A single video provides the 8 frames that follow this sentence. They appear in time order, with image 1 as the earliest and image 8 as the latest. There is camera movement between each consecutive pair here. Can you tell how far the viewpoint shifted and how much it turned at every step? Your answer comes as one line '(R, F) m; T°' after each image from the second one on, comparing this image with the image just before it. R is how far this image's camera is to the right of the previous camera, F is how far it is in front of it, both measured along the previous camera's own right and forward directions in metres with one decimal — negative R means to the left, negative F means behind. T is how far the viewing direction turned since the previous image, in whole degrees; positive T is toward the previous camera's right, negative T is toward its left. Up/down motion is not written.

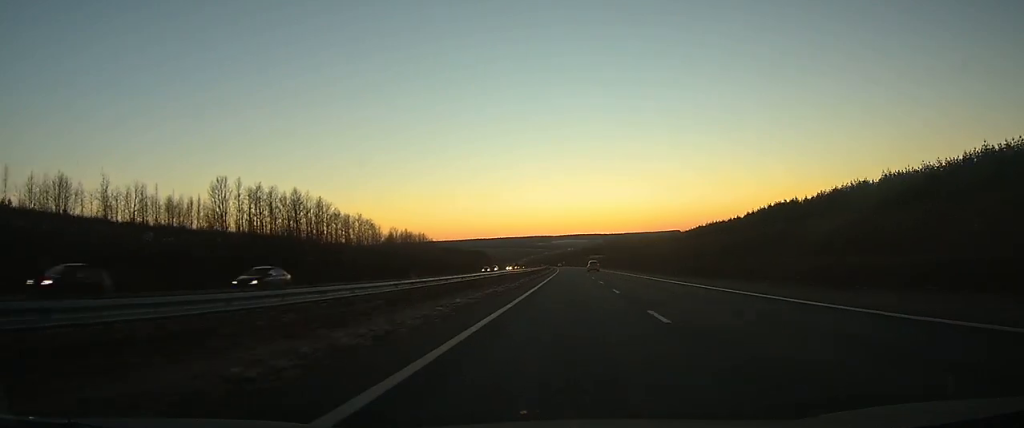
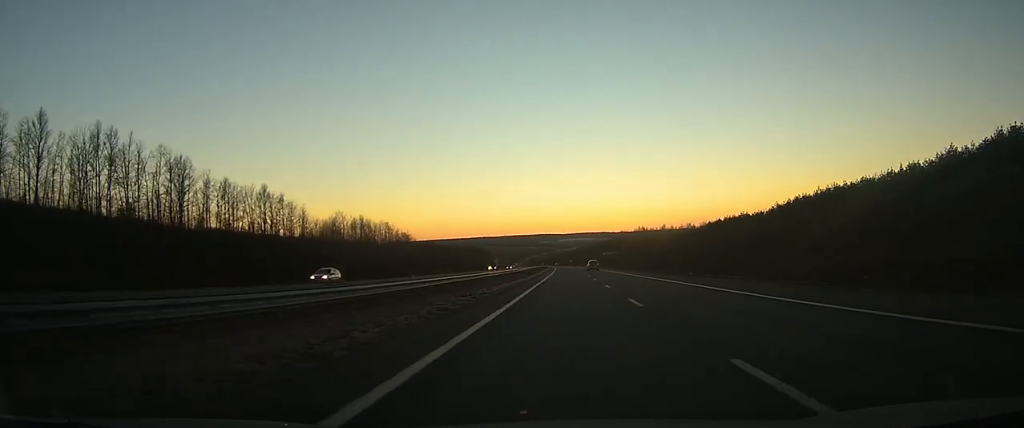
(-0.7, +100.6) m; -1°
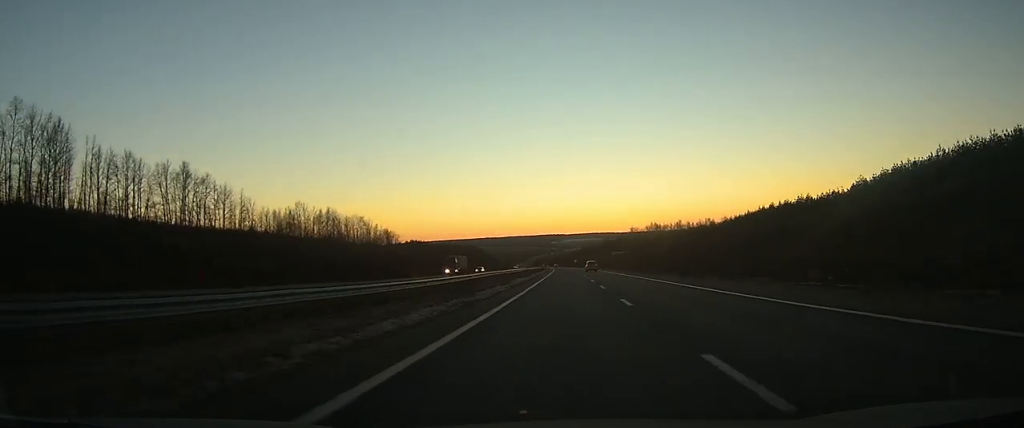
(-0.2, +46.7) m; 0°
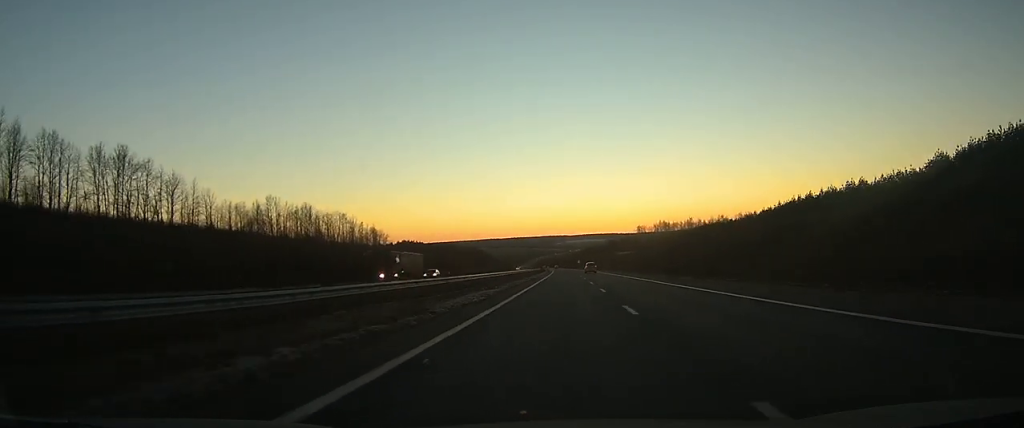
(0.0, +28.0) m; 0°
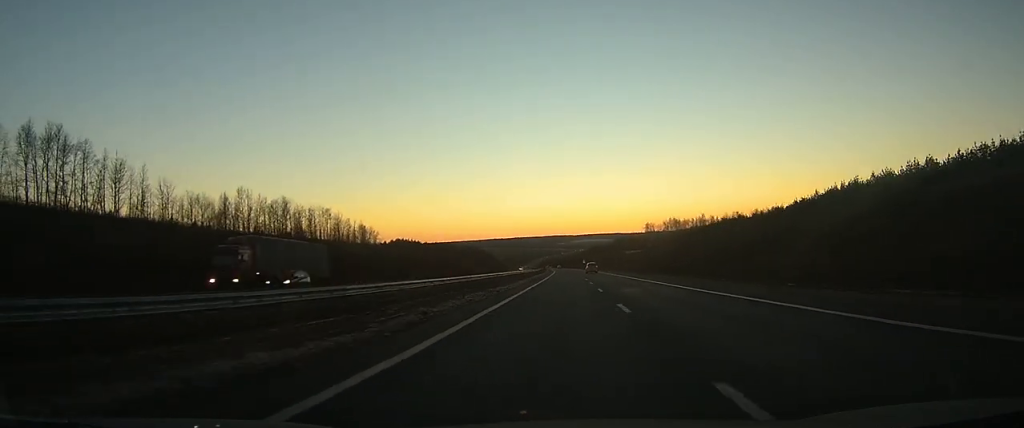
(0.0, +24.0) m; 0°
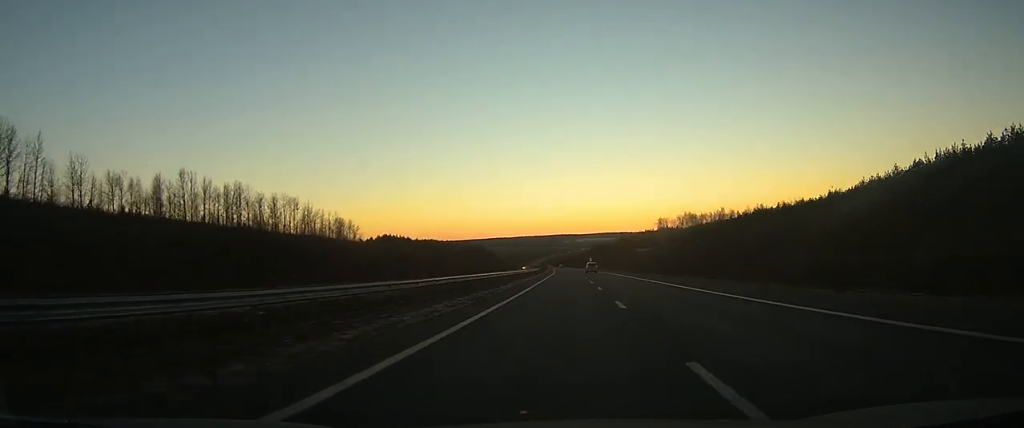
(-0.2, +36.0) m; 0°
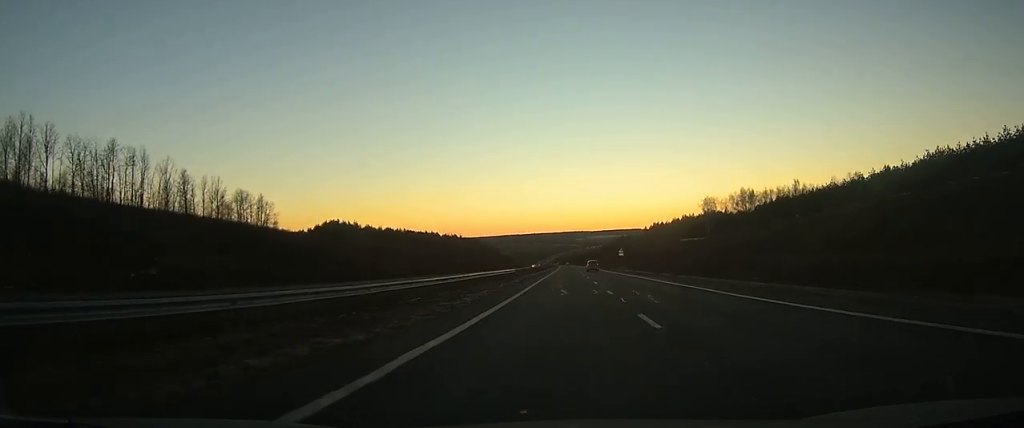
(-0.8, +89.3) m; -1°
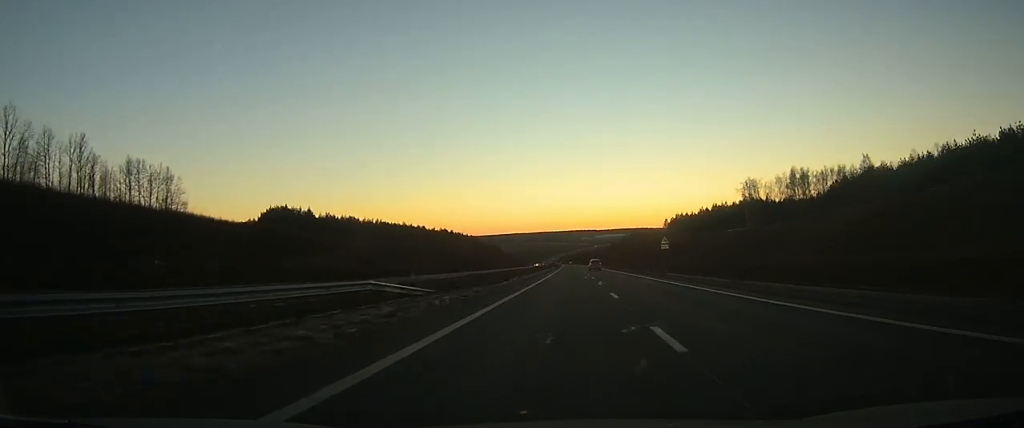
(-0.4, +48.6) m; -1°
